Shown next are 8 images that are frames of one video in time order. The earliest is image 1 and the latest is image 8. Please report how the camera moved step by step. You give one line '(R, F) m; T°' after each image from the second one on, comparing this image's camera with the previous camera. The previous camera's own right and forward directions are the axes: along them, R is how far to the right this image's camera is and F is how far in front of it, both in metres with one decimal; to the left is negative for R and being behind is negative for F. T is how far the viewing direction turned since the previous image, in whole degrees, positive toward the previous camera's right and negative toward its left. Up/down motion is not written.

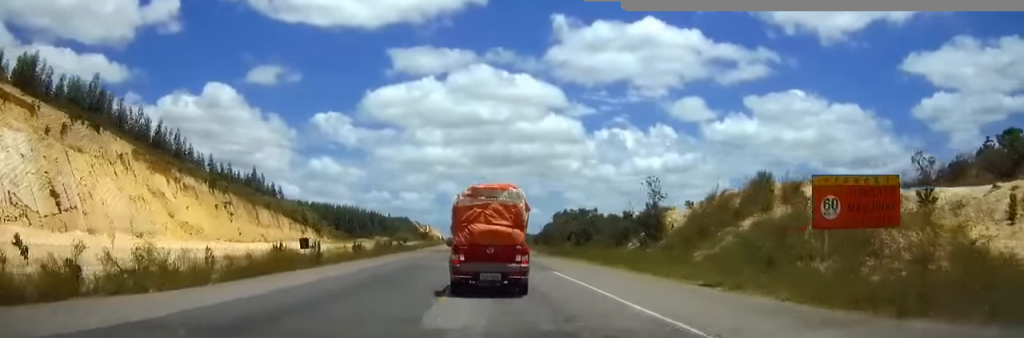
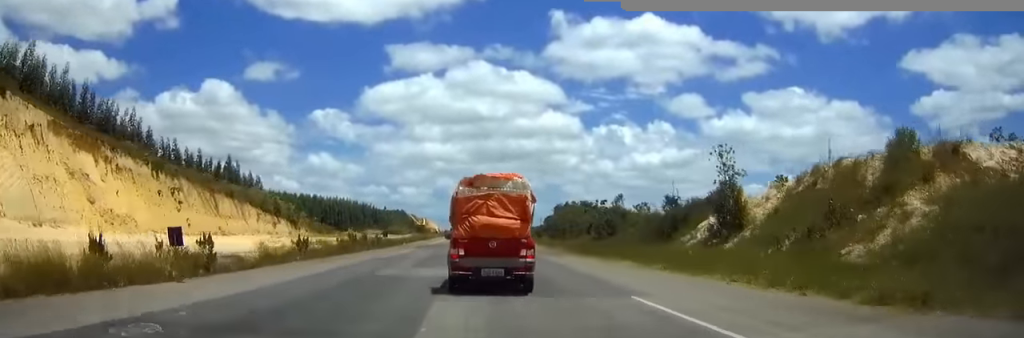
(0.0, +12.9) m; 0°
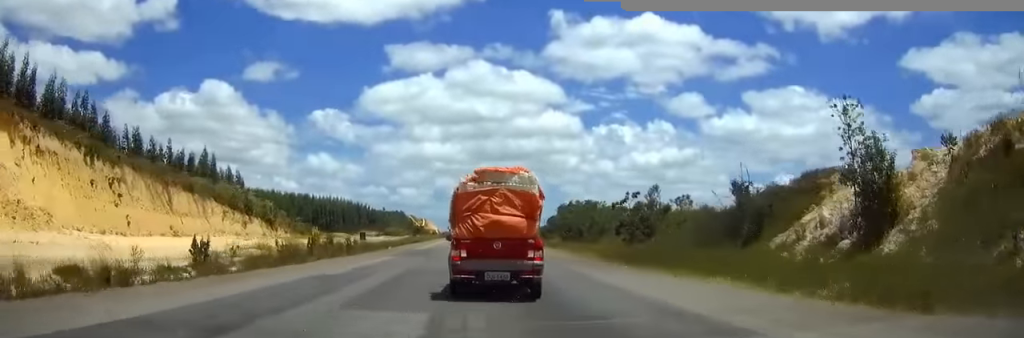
(0.0, +11.3) m; 0°
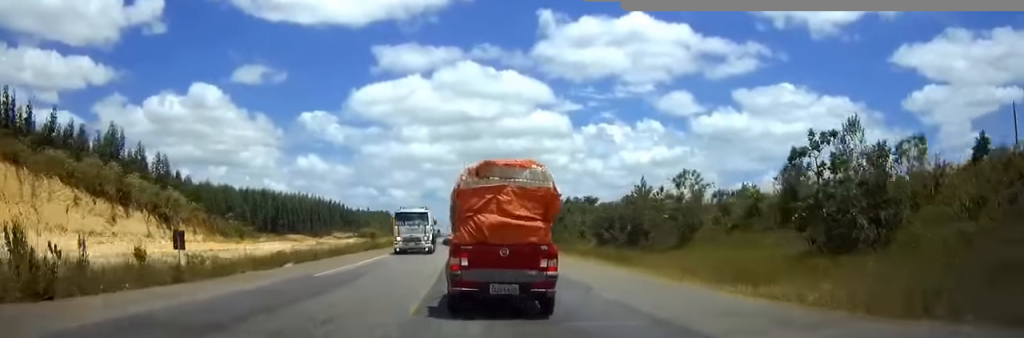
(+0.2, +26.9) m; 0°
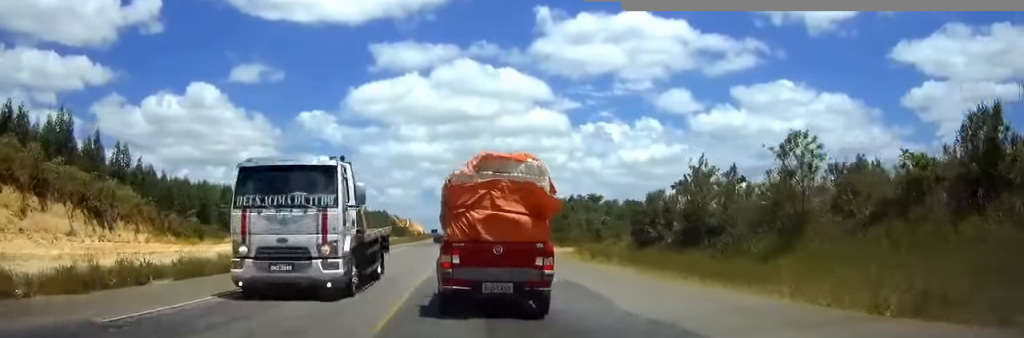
(0.0, +11.6) m; 0°
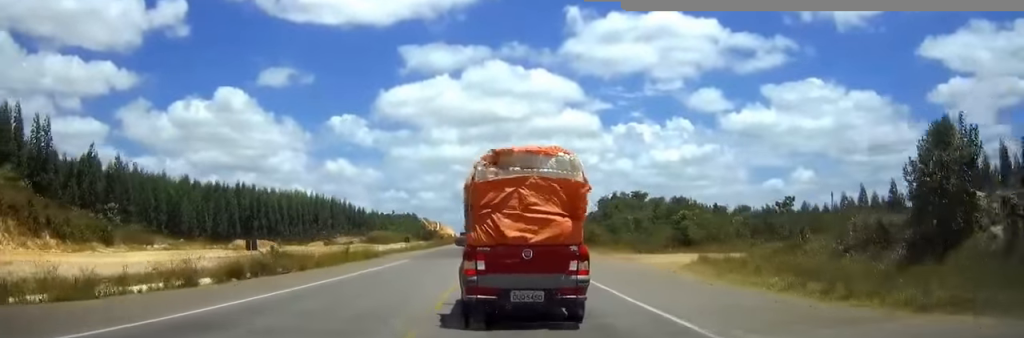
(-0.4, +22.5) m; -1°
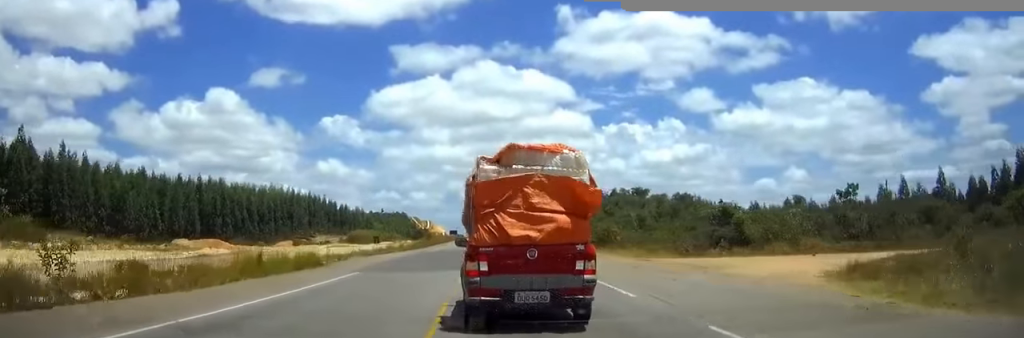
(0.0, +13.6) m; 0°
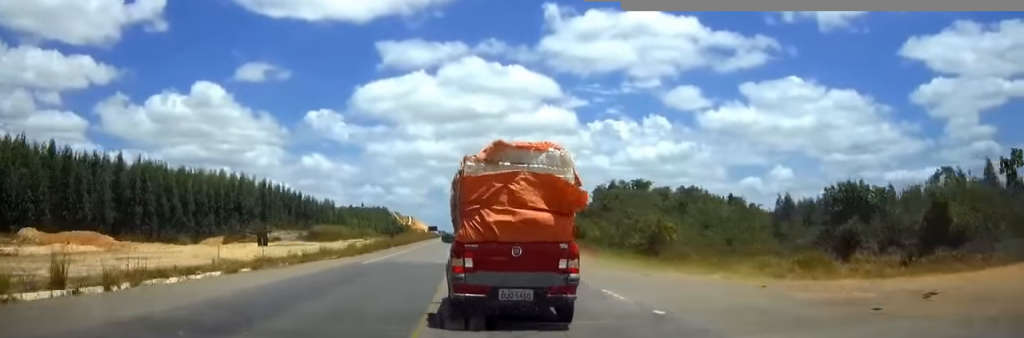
(+0.2, +21.8) m; +1°
